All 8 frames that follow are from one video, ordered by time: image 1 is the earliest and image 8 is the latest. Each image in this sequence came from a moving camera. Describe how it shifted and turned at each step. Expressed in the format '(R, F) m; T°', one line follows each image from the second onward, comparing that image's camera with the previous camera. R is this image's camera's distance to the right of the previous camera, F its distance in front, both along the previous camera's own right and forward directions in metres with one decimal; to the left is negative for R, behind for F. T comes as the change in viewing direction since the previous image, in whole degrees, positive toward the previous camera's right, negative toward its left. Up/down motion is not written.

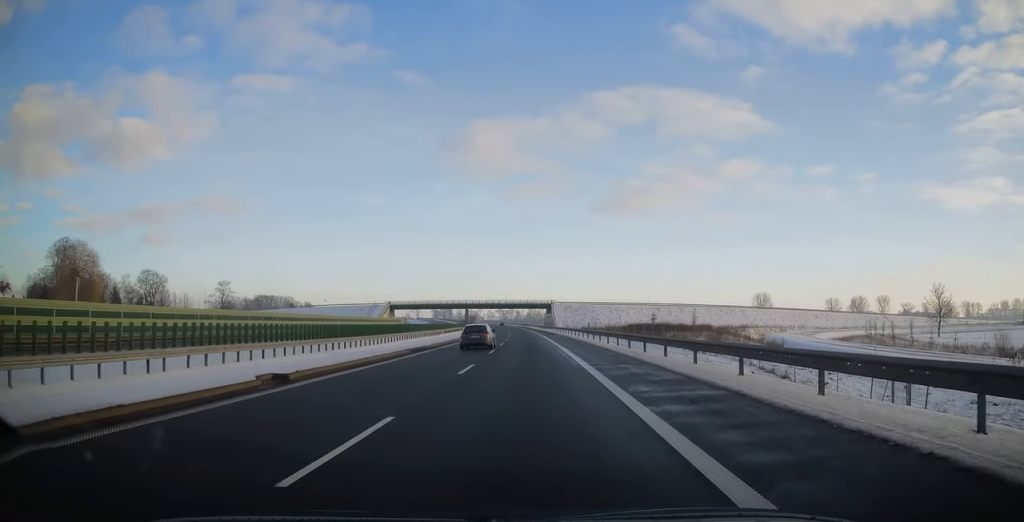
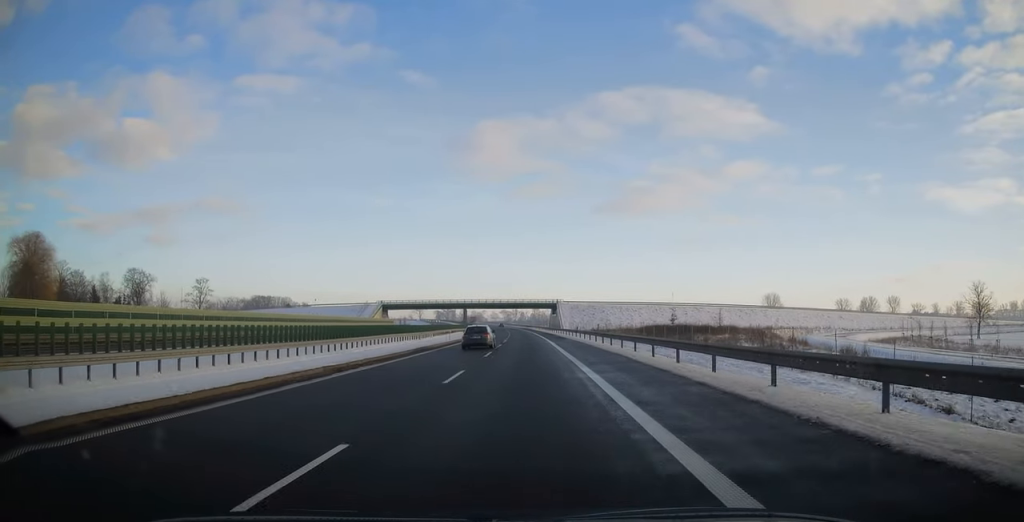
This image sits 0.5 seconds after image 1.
(+0.1, +14.2) m; -1°
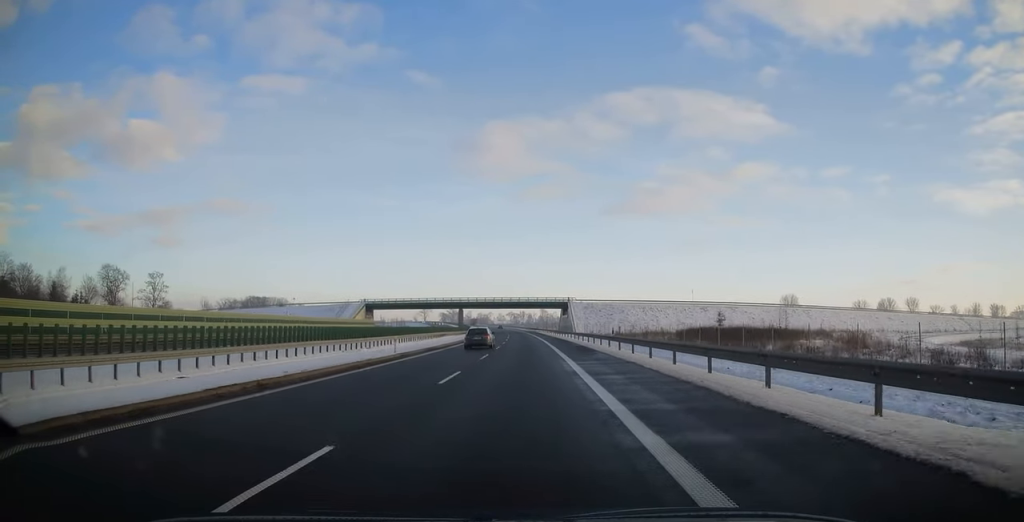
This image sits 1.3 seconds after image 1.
(-0.5, +23.8) m; -1°
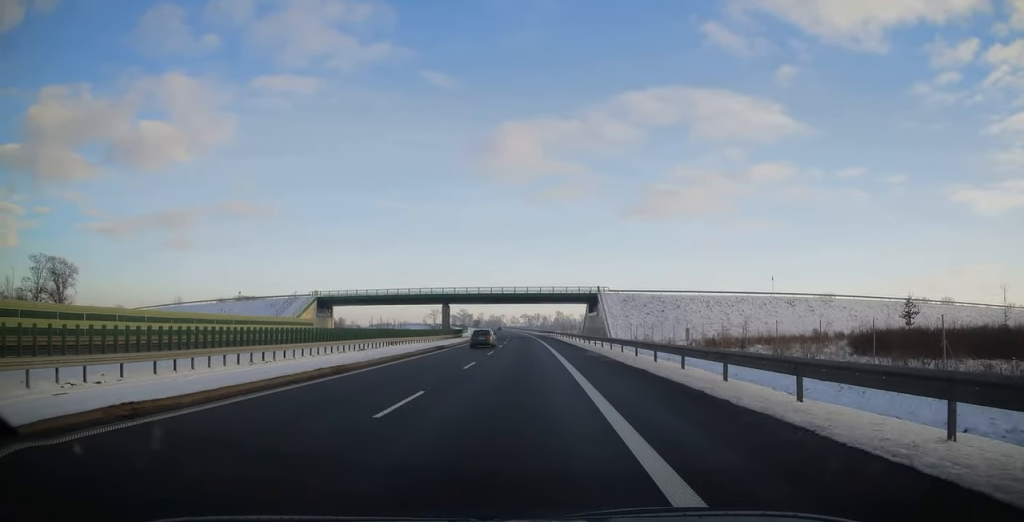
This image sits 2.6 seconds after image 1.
(-0.3, +41.4) m; -1°
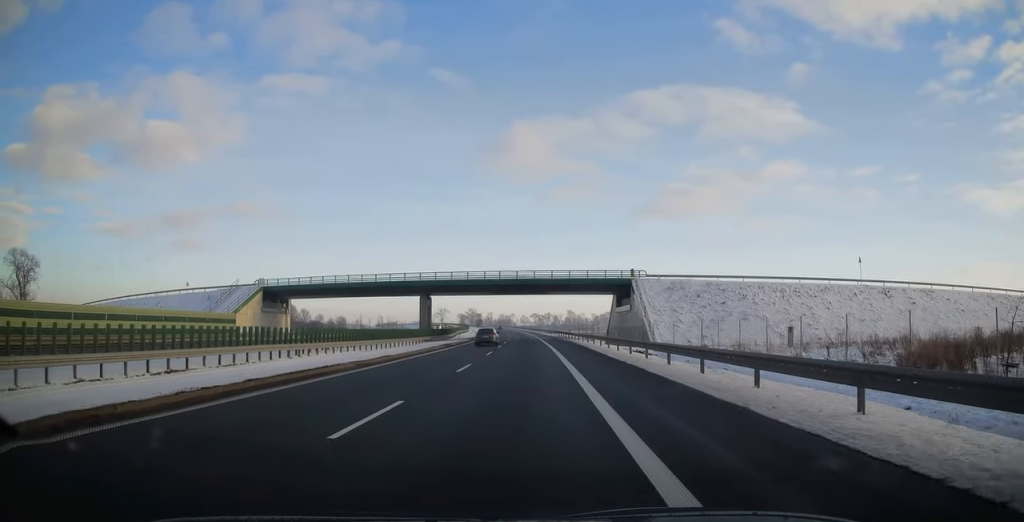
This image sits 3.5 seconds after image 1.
(-0.1, +25.8) m; -1°
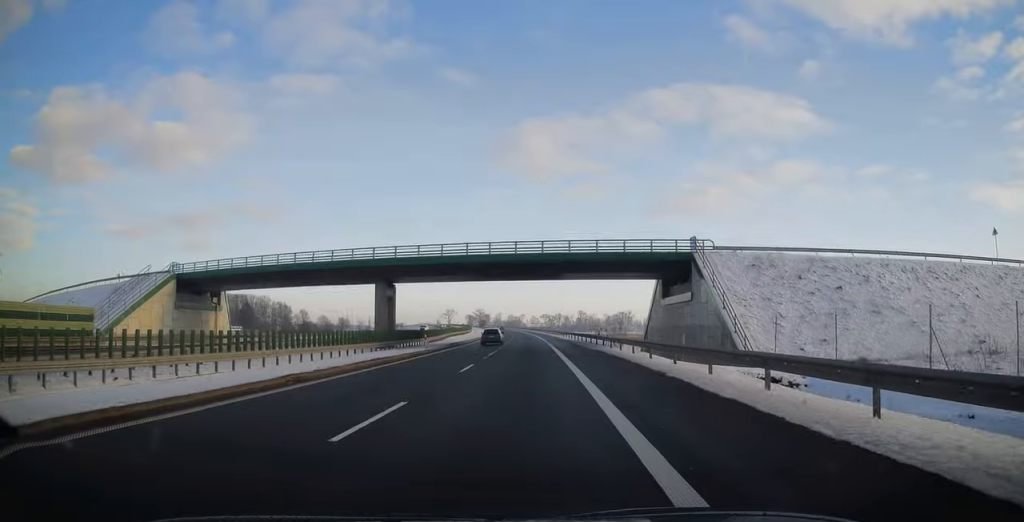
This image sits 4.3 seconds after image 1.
(-0.1, +24.1) m; -1°
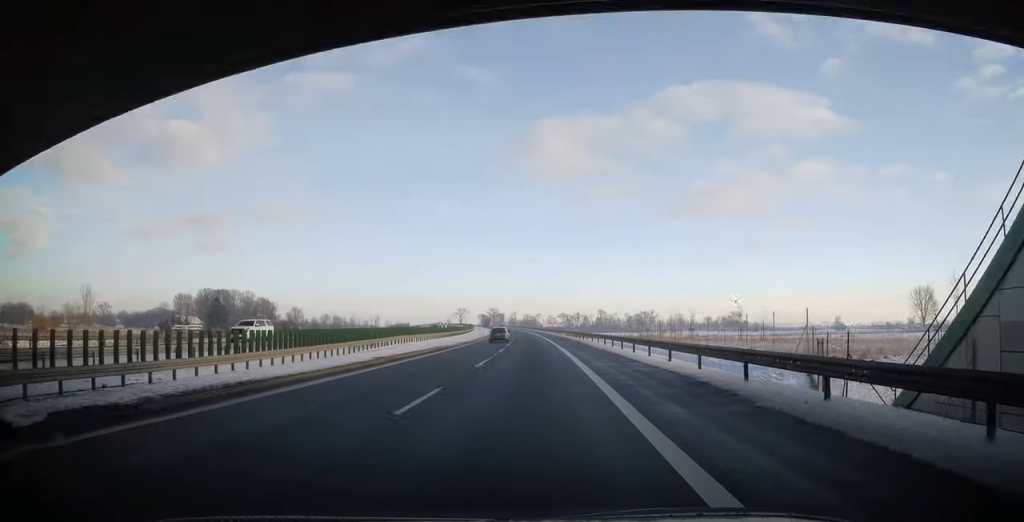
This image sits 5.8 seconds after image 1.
(-1.0, +45.6) m; -2°
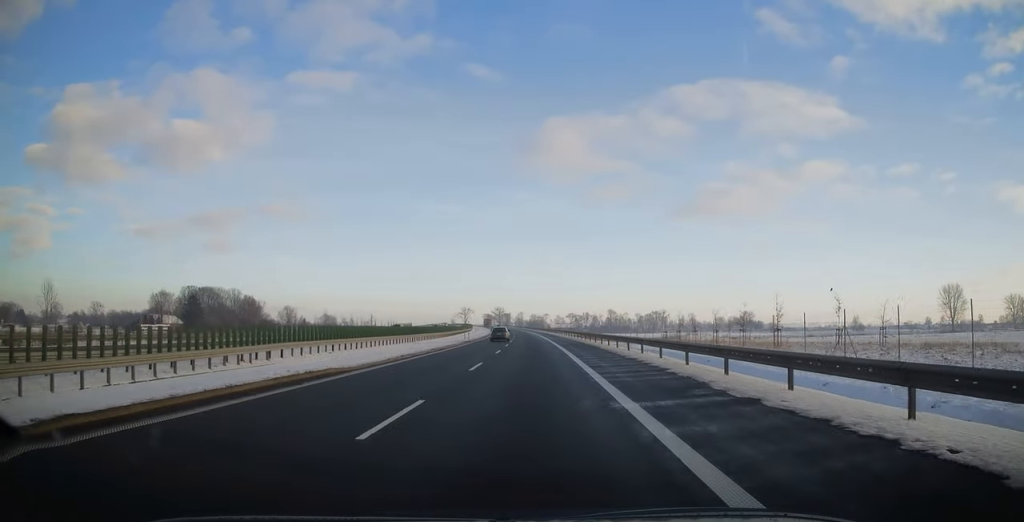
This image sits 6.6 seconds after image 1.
(-0.2, +26.1) m; -1°
